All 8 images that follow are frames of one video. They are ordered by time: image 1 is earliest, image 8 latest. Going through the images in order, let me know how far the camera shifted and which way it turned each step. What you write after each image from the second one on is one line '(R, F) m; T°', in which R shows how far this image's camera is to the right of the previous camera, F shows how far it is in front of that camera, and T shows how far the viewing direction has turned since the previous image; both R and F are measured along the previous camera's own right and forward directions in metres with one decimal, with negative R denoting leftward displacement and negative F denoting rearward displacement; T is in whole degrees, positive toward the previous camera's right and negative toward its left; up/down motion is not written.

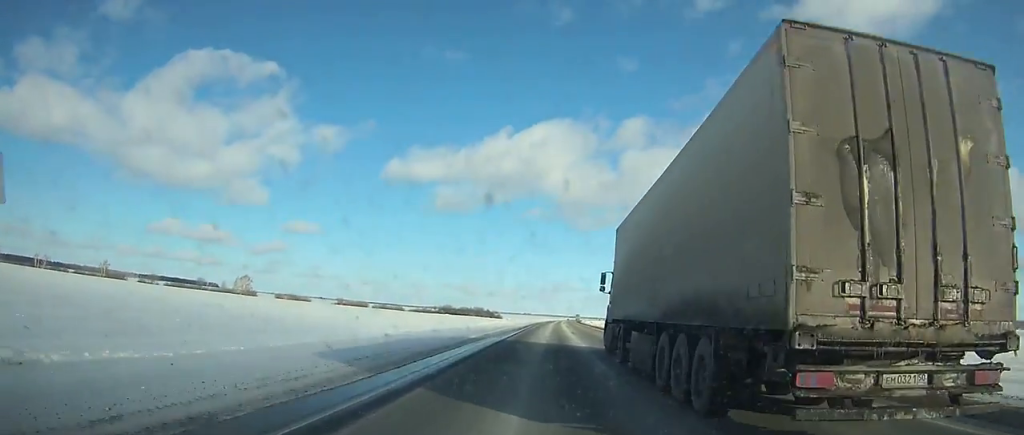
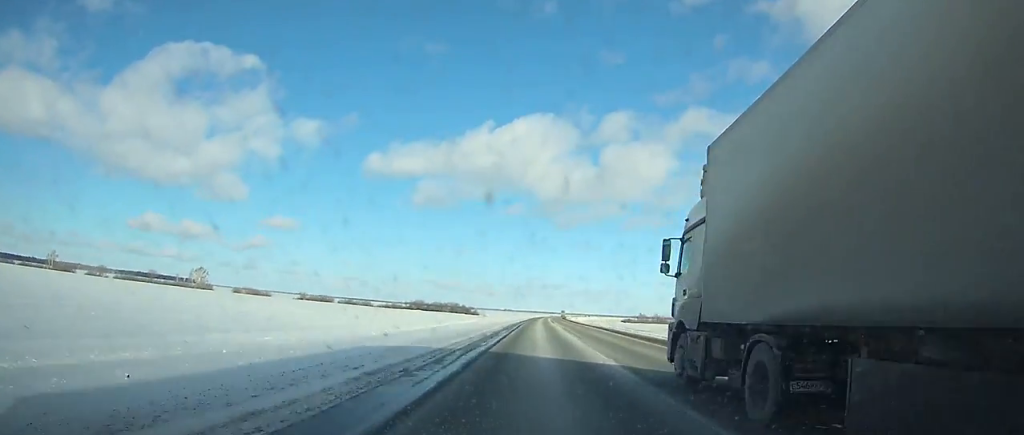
(+0.4, +33.5) m; +1°
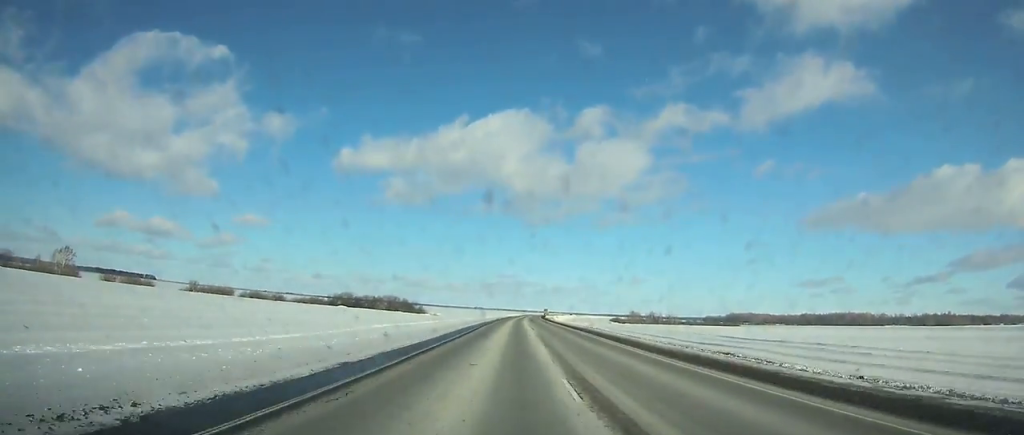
(+2.1, +92.1) m; +2°
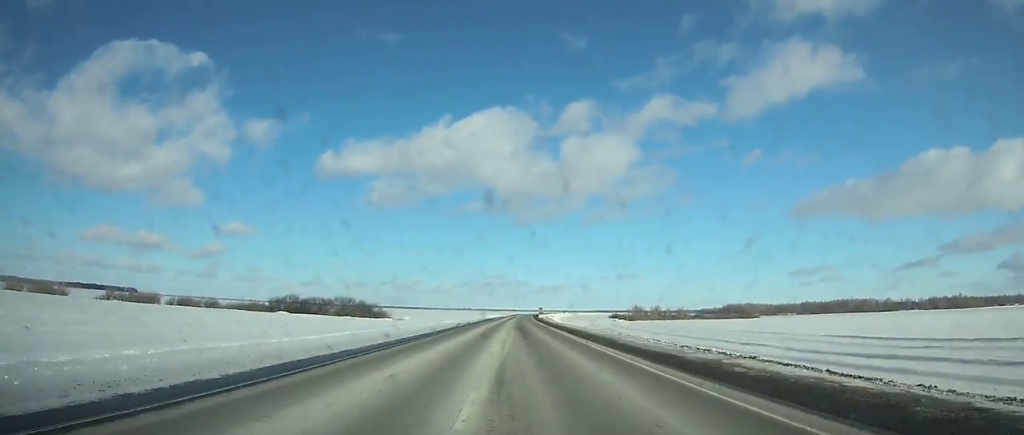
(+0.4, +49.2) m; +1°
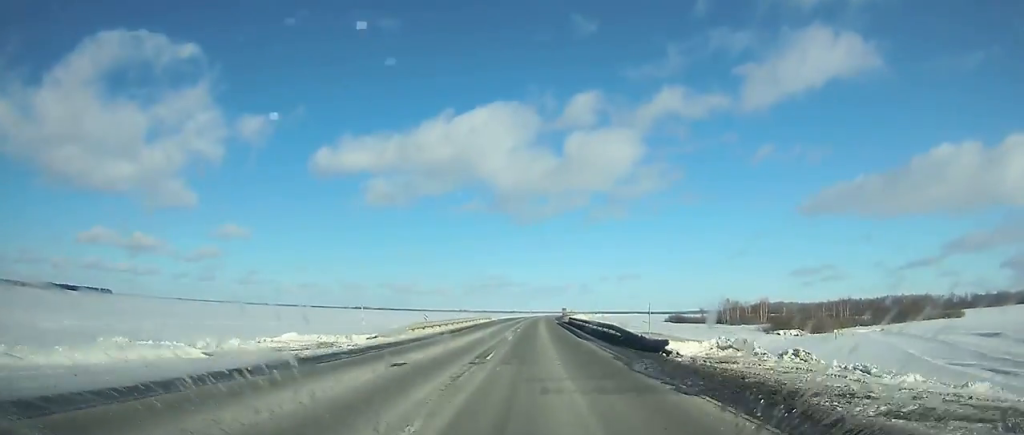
(+1.3, +174.3) m; +2°
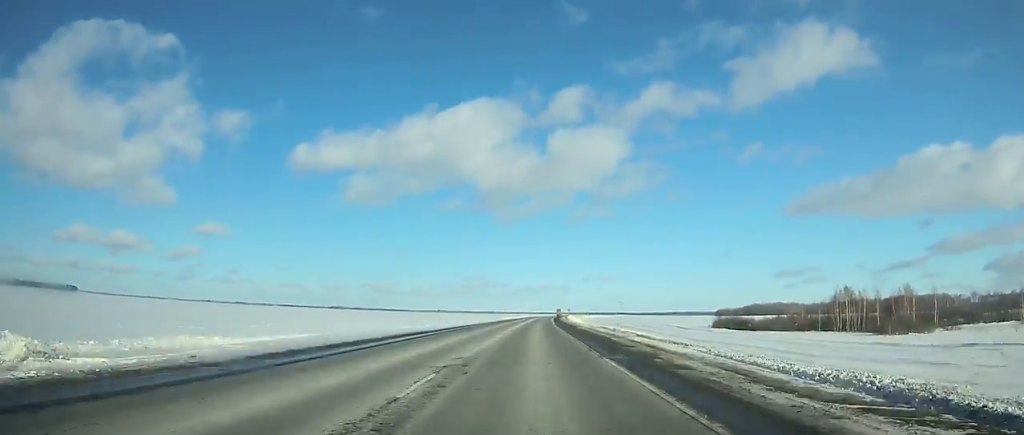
(+1.4, +88.5) m; +2°
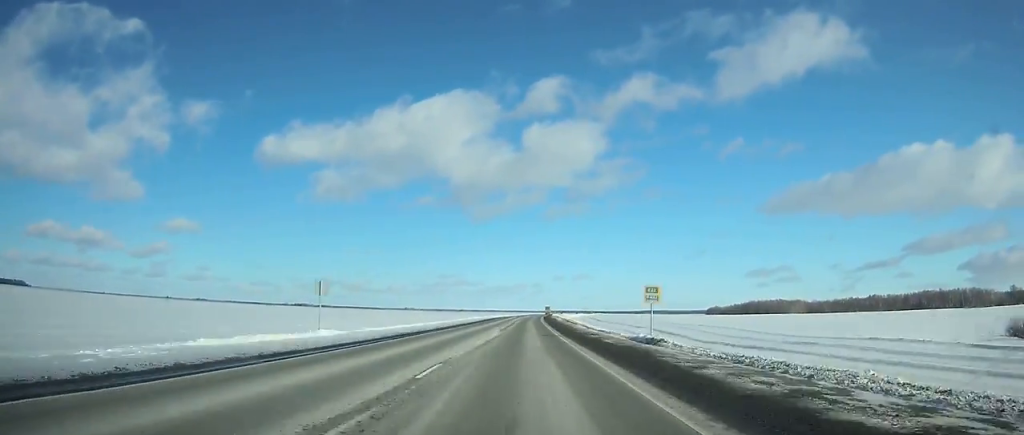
(+2.5, +120.8) m; +2°
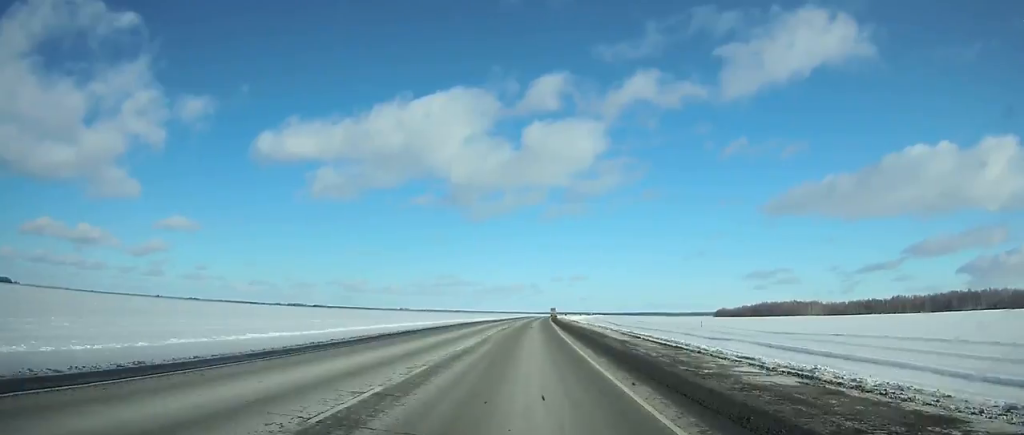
(+0.5, +61.9) m; +1°
